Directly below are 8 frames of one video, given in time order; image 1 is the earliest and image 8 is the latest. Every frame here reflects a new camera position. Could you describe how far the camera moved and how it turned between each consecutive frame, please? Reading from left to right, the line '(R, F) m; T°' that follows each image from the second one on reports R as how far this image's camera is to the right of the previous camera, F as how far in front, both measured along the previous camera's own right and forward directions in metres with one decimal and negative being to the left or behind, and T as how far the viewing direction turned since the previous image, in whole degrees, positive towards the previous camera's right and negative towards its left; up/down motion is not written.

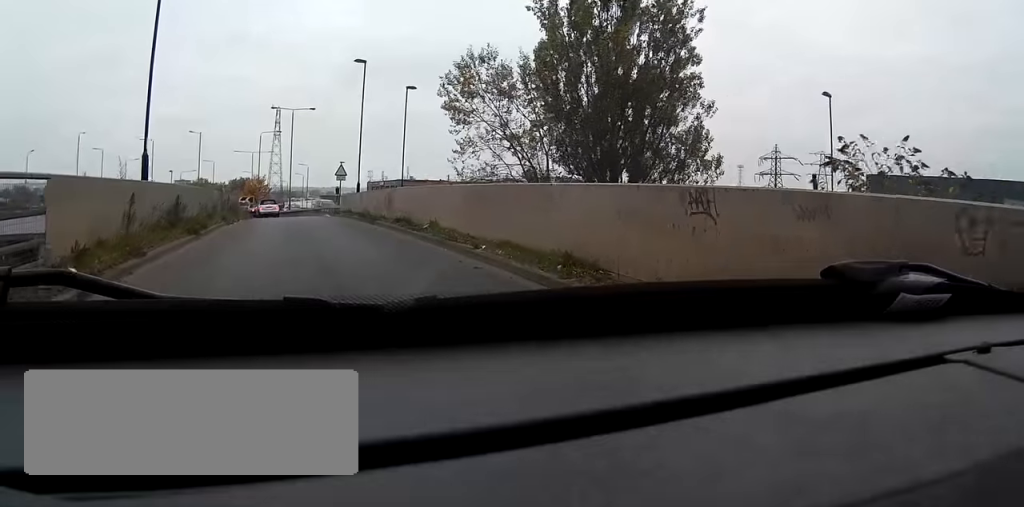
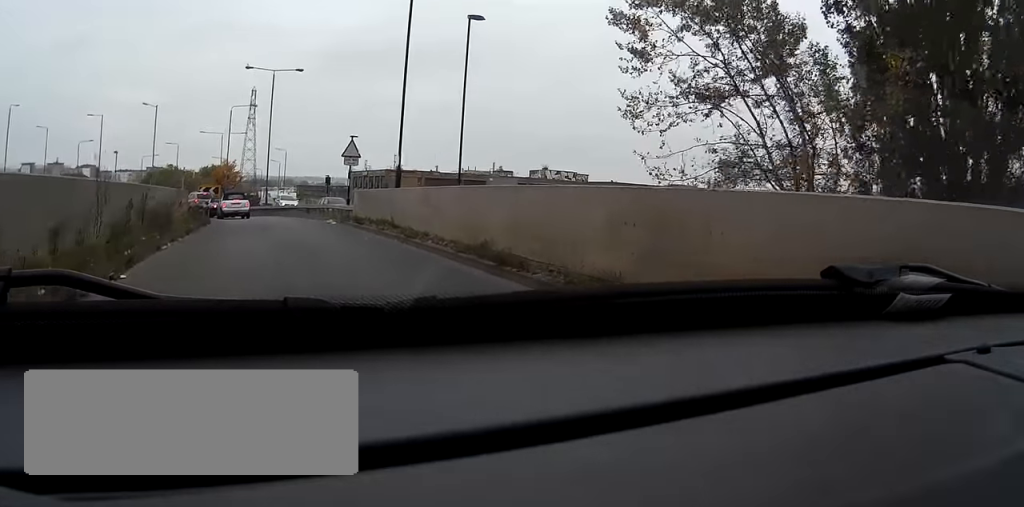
(+0.5, +19.0) m; +1°
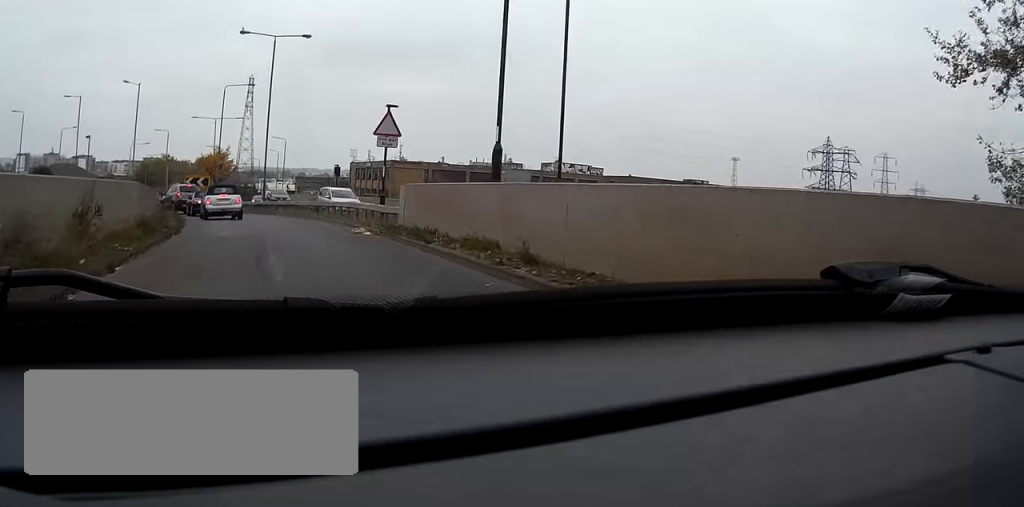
(-0.2, +10.1) m; -1°
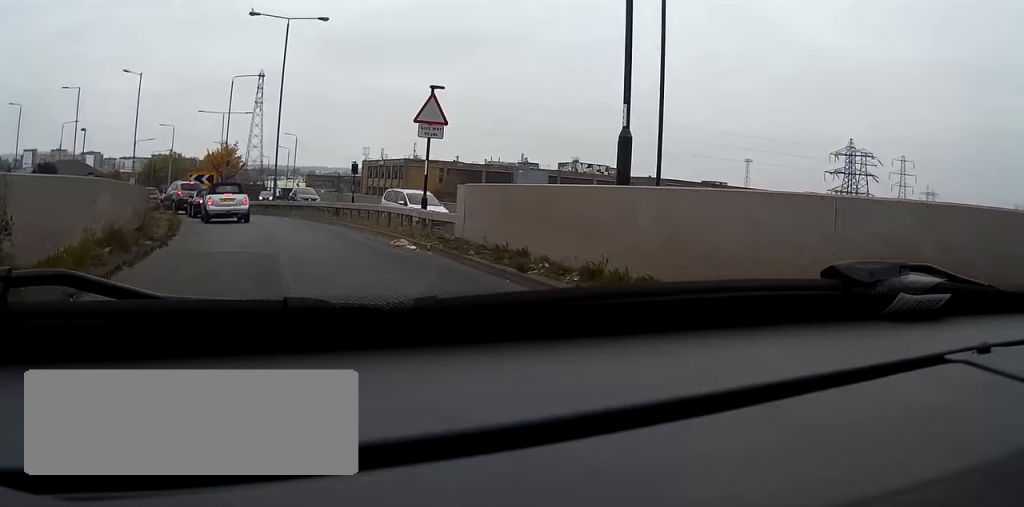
(0.0, +4.5) m; 0°
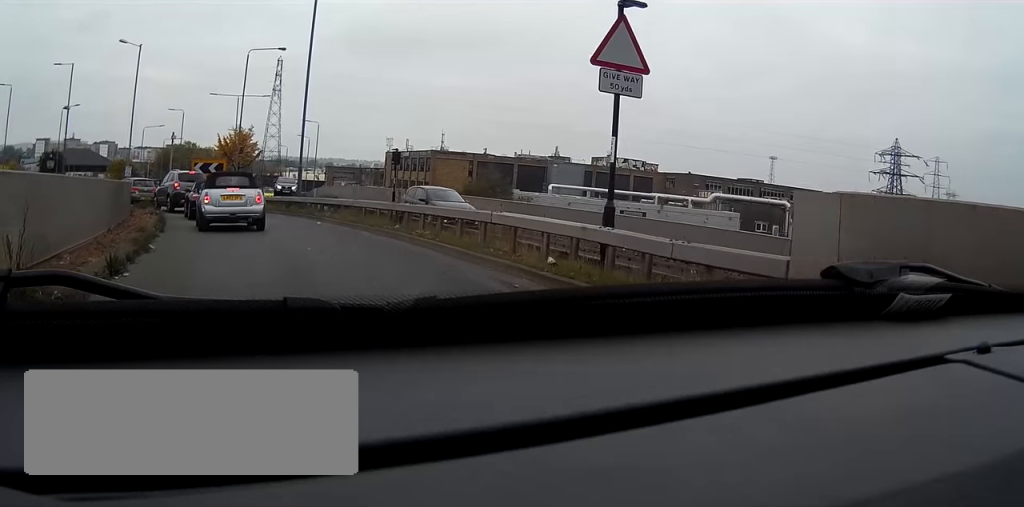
(+0.1, +9.1) m; +1°
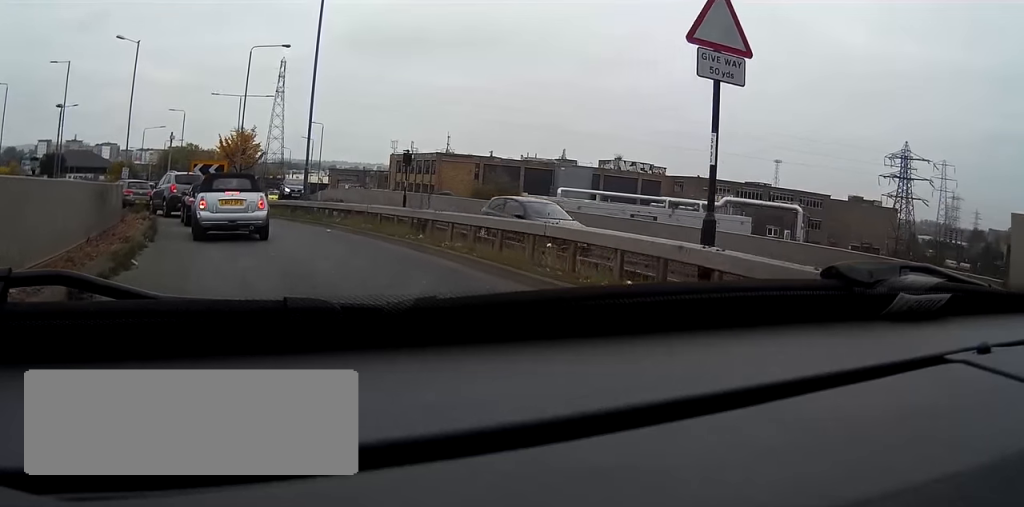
(0.0, +2.2) m; 0°
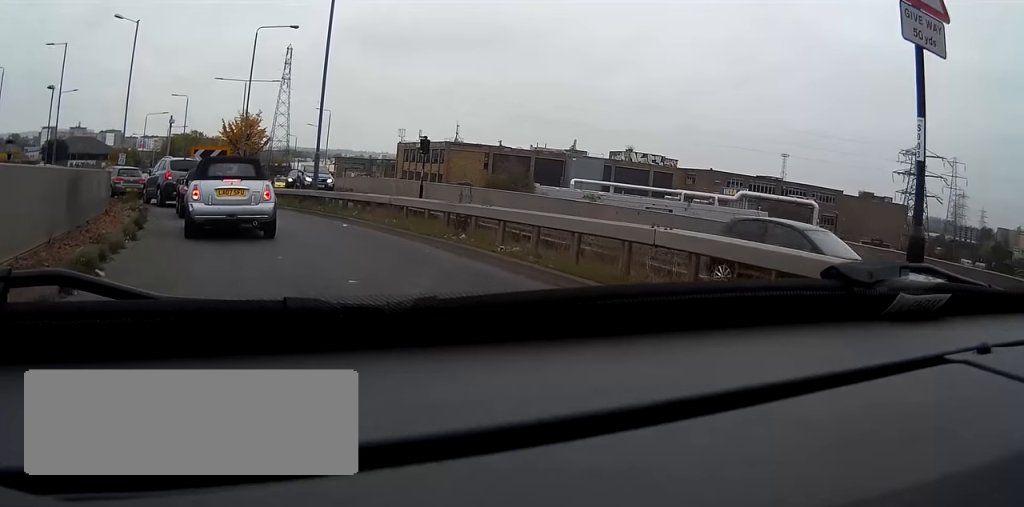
(0.0, +3.0) m; 0°
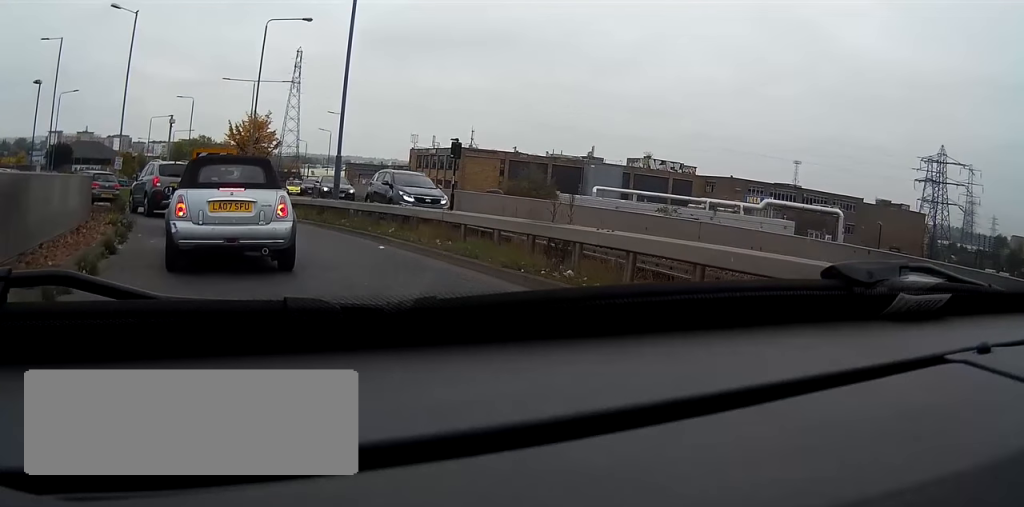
(-0.1, +4.3) m; -1°
